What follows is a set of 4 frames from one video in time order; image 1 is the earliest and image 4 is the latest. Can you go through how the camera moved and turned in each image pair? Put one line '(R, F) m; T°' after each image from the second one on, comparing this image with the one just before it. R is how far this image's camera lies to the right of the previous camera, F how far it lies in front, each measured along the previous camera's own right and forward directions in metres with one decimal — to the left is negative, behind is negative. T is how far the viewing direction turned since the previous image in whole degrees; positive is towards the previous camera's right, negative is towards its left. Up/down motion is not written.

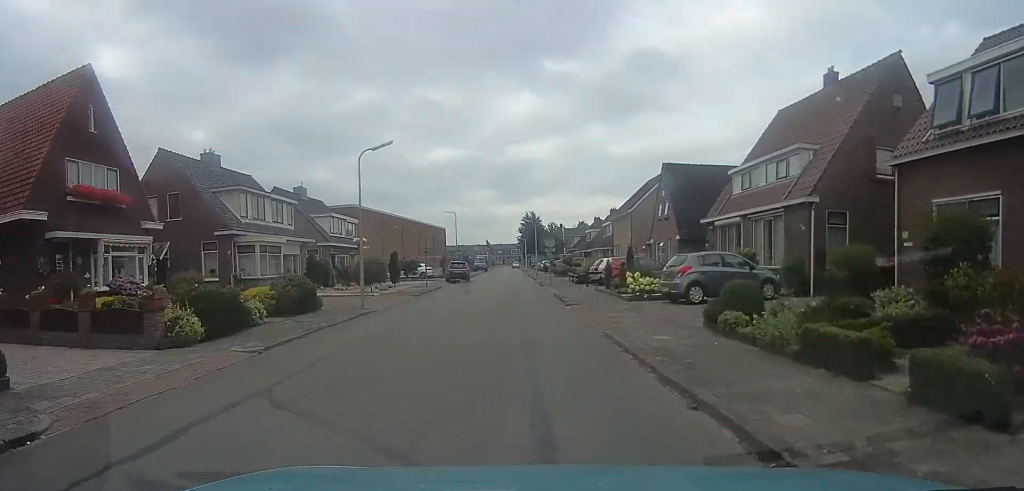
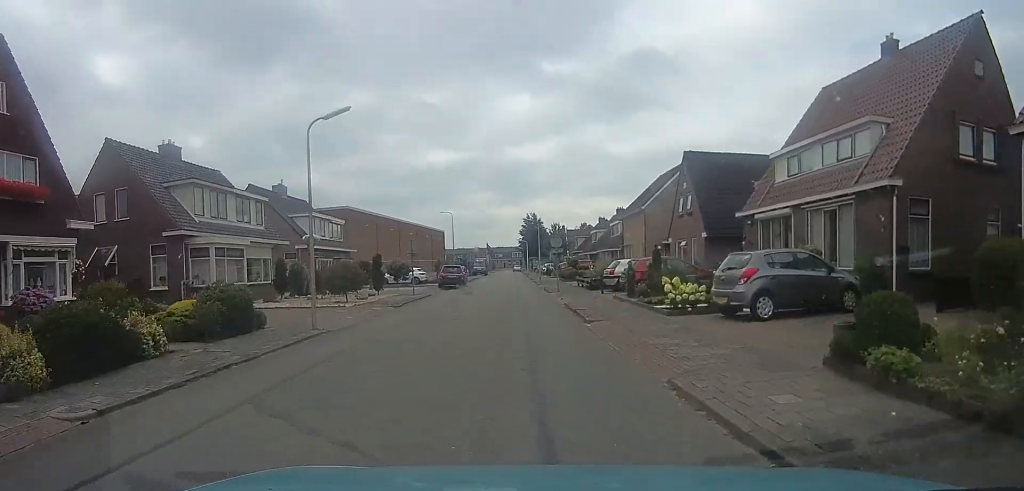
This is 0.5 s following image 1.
(0.0, +4.3) m; 0°
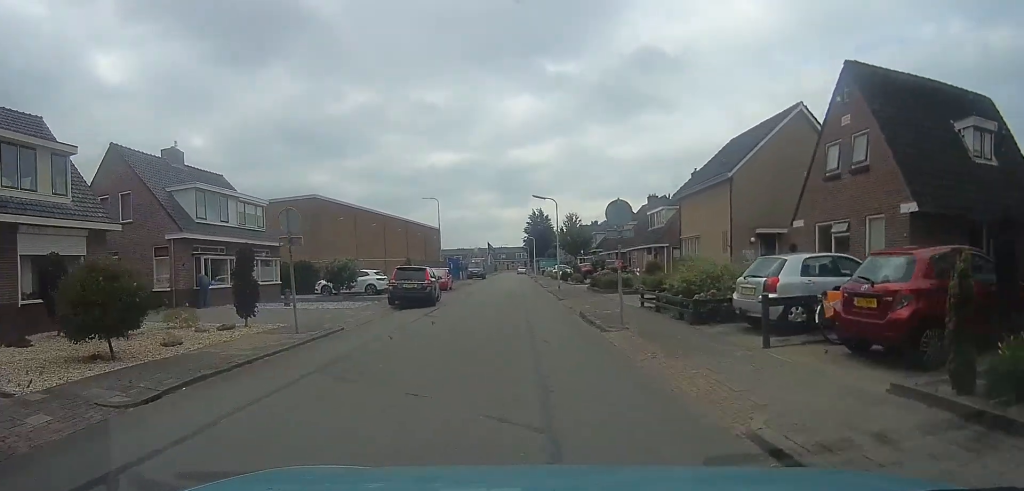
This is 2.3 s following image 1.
(-1.4, +14.6) m; -6°
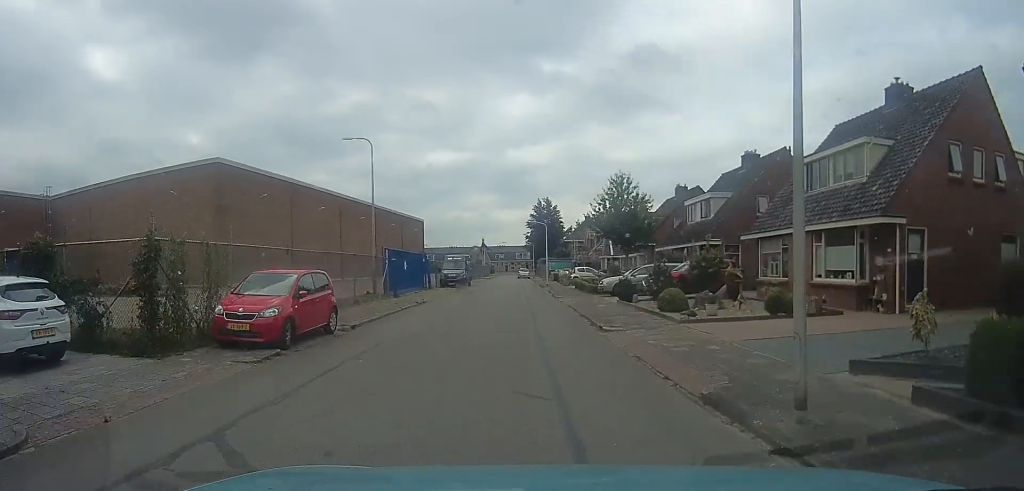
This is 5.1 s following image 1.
(+2.3, +23.3) m; +6°
